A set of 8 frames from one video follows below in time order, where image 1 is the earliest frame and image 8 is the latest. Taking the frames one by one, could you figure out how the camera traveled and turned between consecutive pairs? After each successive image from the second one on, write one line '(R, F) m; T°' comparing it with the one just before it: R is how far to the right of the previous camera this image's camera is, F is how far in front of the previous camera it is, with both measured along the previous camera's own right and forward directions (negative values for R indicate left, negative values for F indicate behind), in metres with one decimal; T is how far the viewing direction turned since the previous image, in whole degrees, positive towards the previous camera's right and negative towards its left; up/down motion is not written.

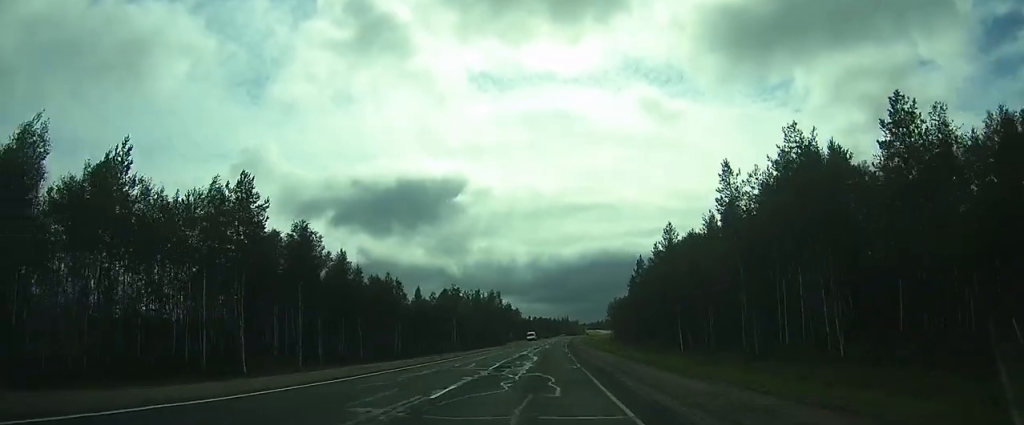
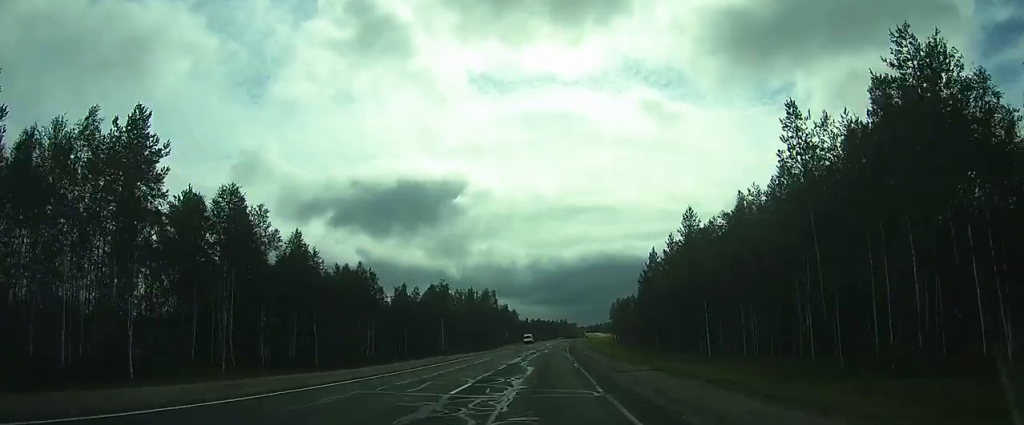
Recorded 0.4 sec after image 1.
(0.0, +9.6) m; 0°
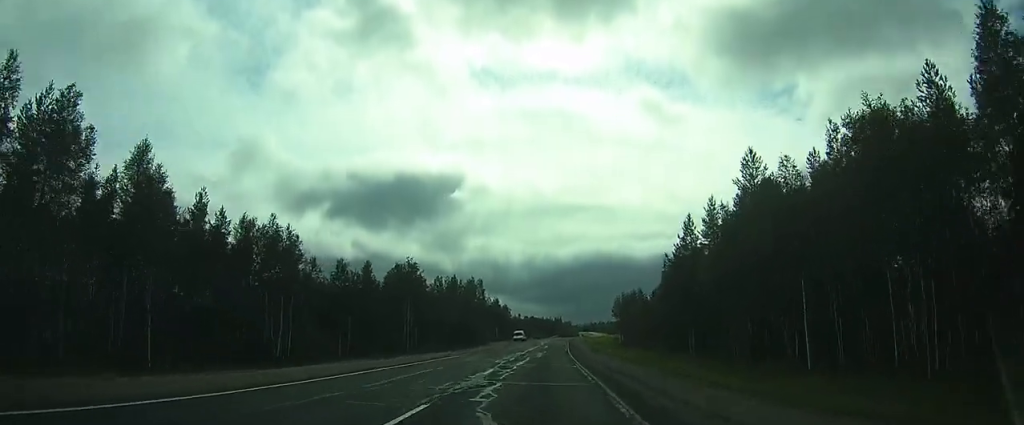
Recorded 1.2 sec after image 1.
(0.0, +17.8) m; 0°
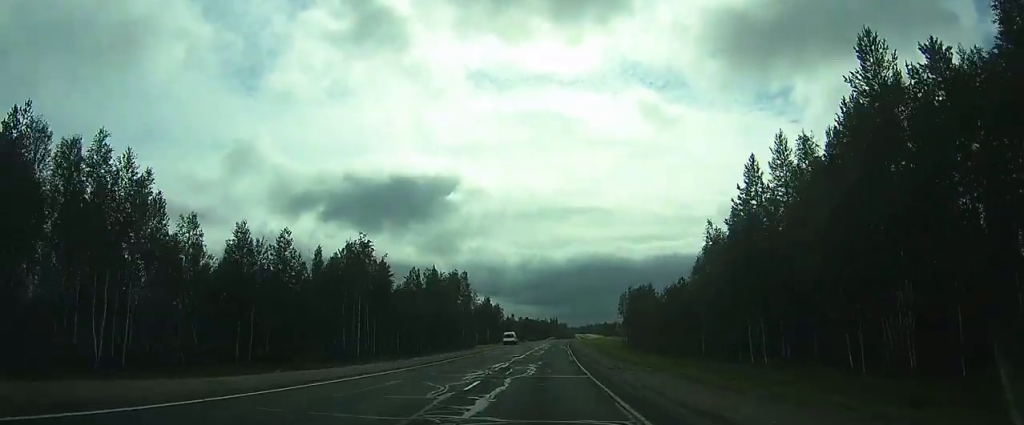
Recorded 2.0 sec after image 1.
(+0.1, +16.3) m; +1°
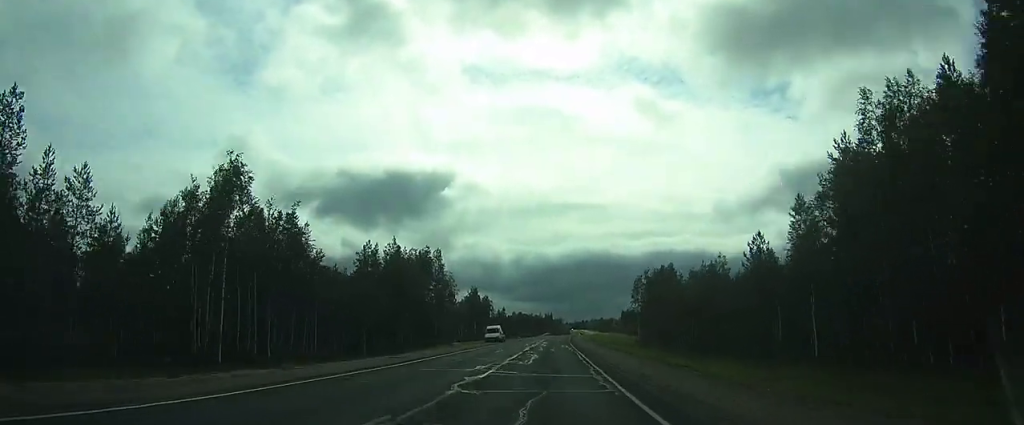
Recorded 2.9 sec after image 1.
(+0.2, +21.5) m; +1°
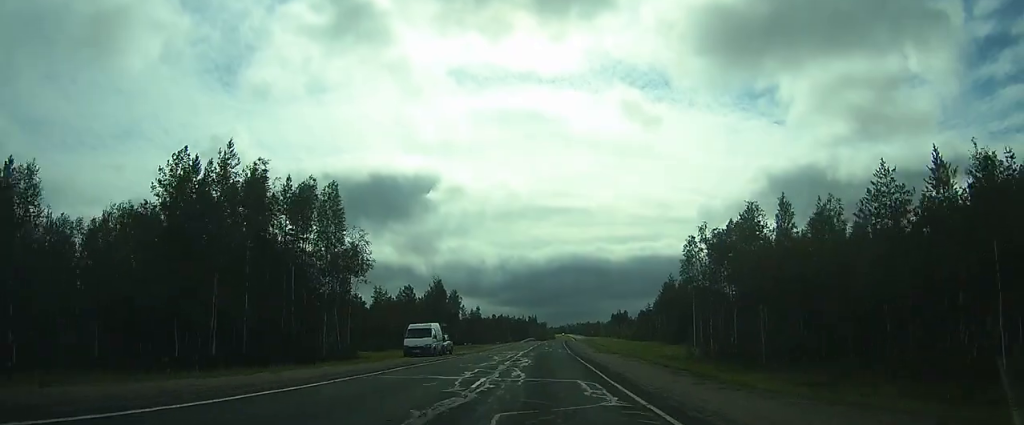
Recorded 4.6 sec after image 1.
(+0.3, +37.2) m; +1°
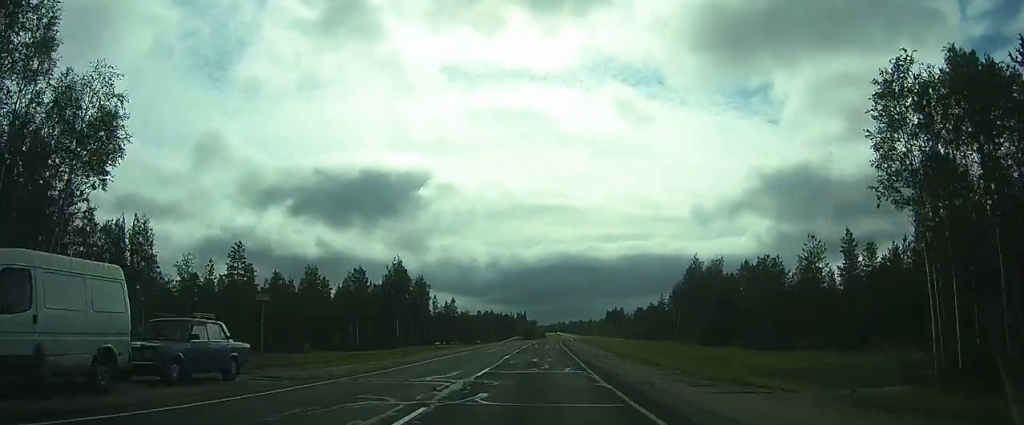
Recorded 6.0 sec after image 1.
(+0.3, +30.6) m; +1°
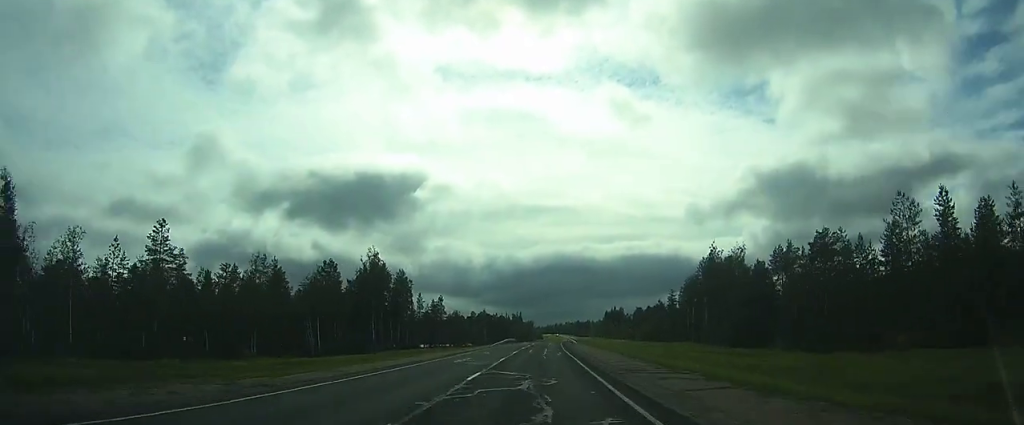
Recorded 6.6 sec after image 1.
(0.0, +13.5) m; 0°
